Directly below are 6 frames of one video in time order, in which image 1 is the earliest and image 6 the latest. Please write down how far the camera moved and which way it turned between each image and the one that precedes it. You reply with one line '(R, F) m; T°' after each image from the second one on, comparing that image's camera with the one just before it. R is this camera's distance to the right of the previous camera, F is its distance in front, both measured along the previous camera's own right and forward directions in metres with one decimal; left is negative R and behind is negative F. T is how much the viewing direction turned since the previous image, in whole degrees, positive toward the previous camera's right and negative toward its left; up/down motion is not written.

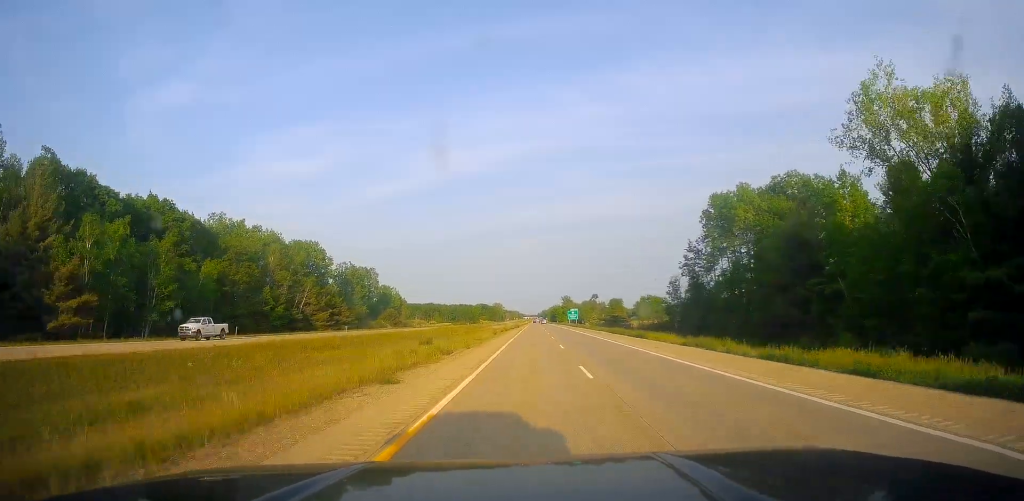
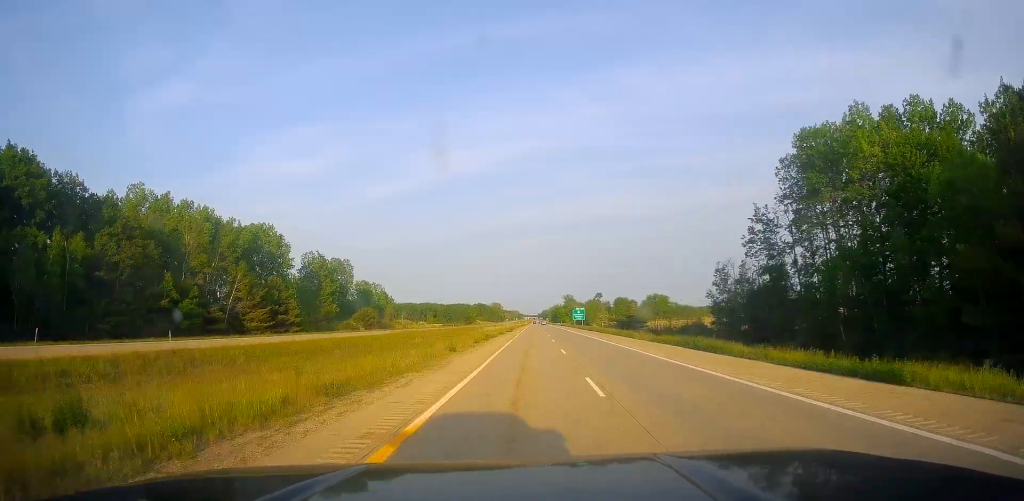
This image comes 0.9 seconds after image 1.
(-0.3, +33.6) m; -1°
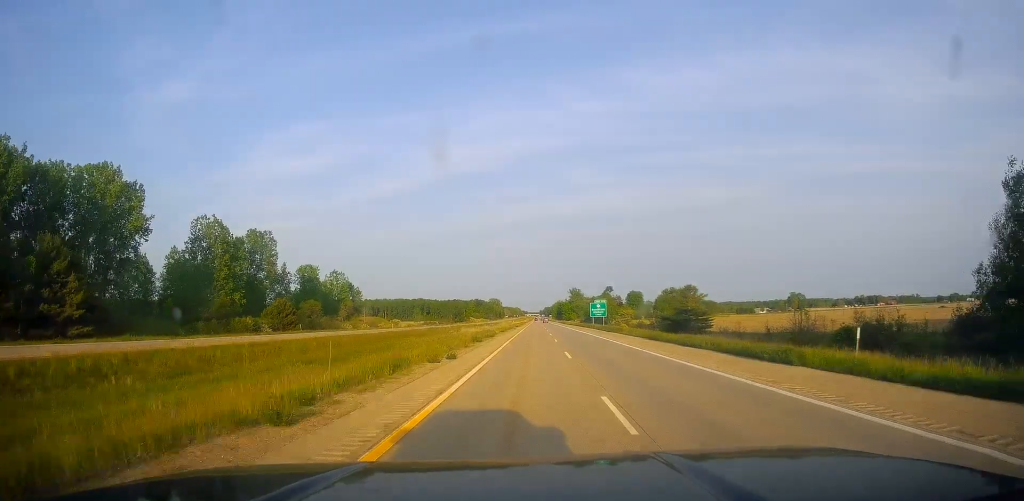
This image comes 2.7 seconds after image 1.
(+0.5, +64.6) m; +1°
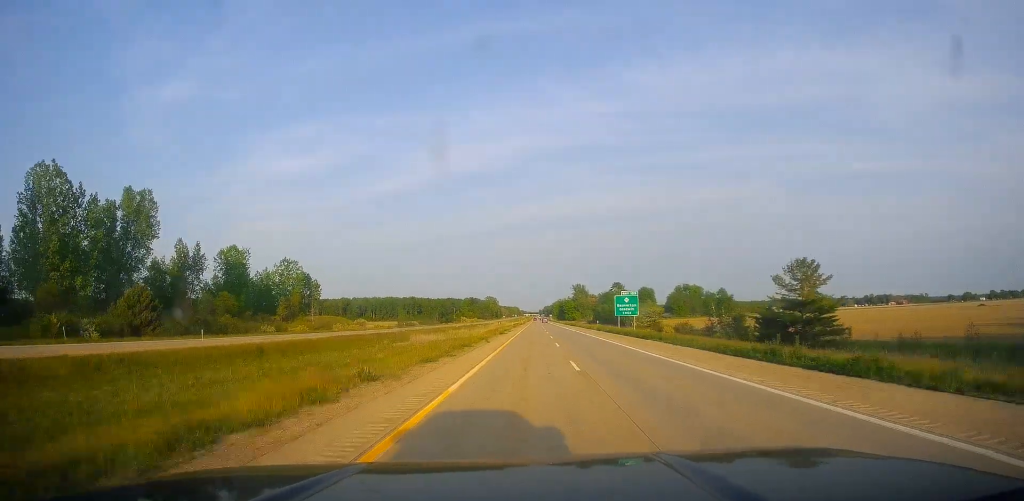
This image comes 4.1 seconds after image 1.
(-0.6, +50.5) m; -1°
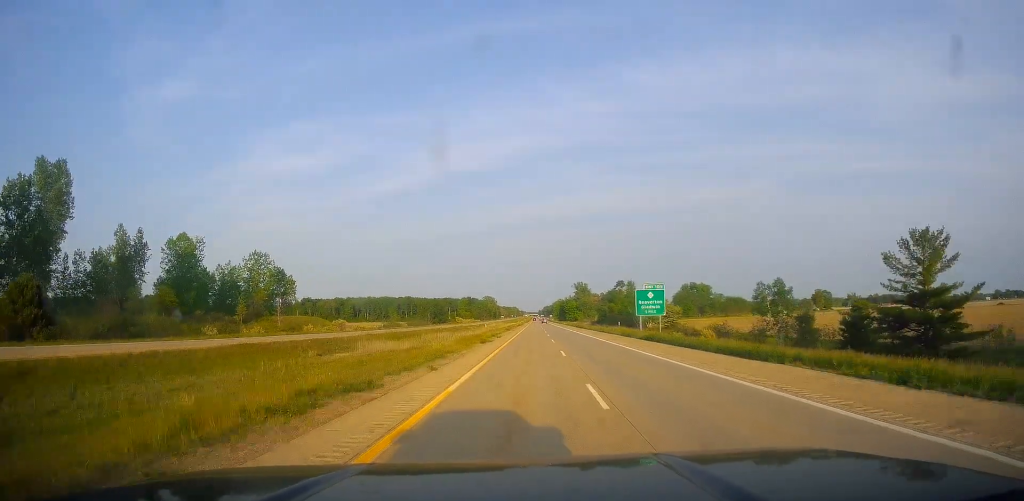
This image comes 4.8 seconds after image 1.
(+0.4, +22.9) m; 0°
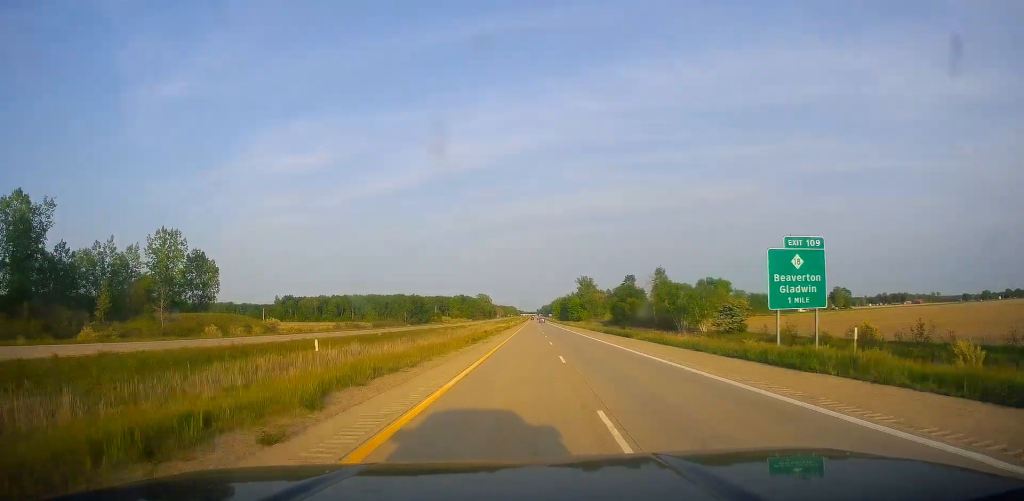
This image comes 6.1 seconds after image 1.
(-0.5, +49.3) m; +1°
